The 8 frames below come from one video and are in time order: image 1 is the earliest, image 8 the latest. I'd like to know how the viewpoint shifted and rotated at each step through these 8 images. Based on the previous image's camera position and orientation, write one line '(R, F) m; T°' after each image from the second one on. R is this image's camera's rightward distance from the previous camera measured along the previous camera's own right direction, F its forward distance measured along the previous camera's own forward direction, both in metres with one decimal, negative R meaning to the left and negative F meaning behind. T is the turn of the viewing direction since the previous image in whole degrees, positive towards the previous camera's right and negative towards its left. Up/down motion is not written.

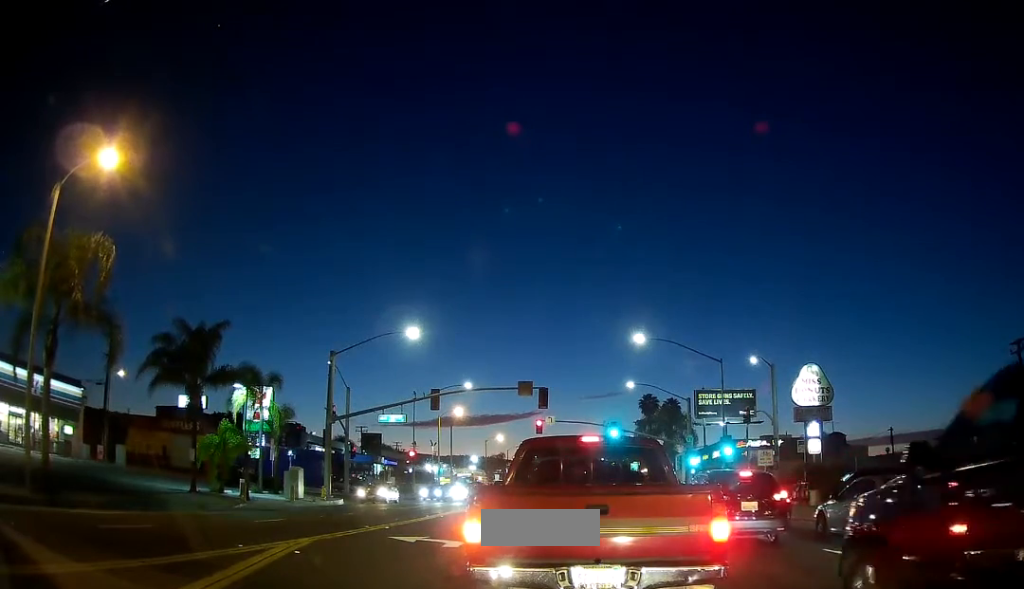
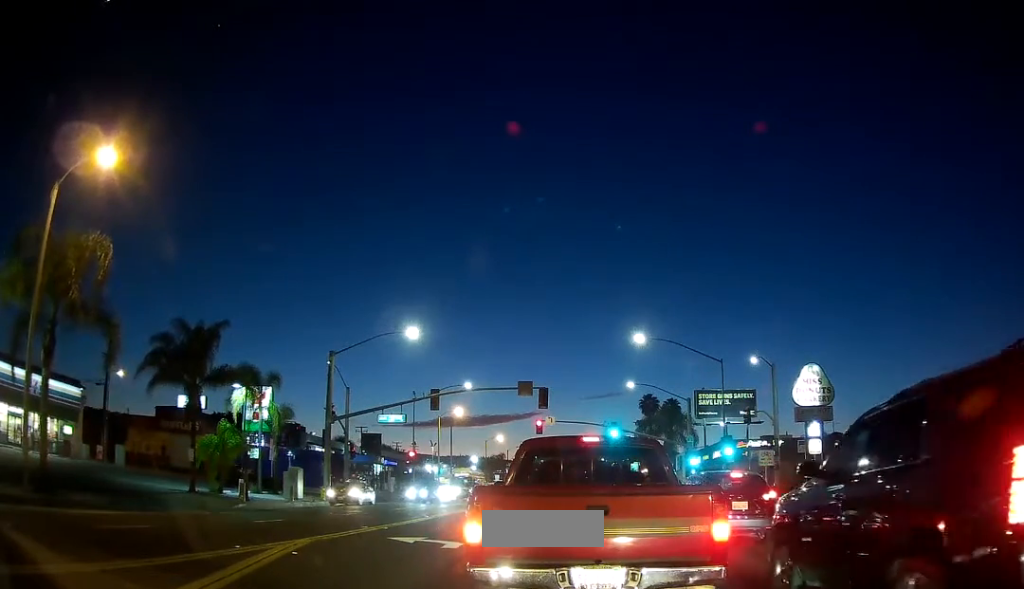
(0.0, 0.0) m; 0°
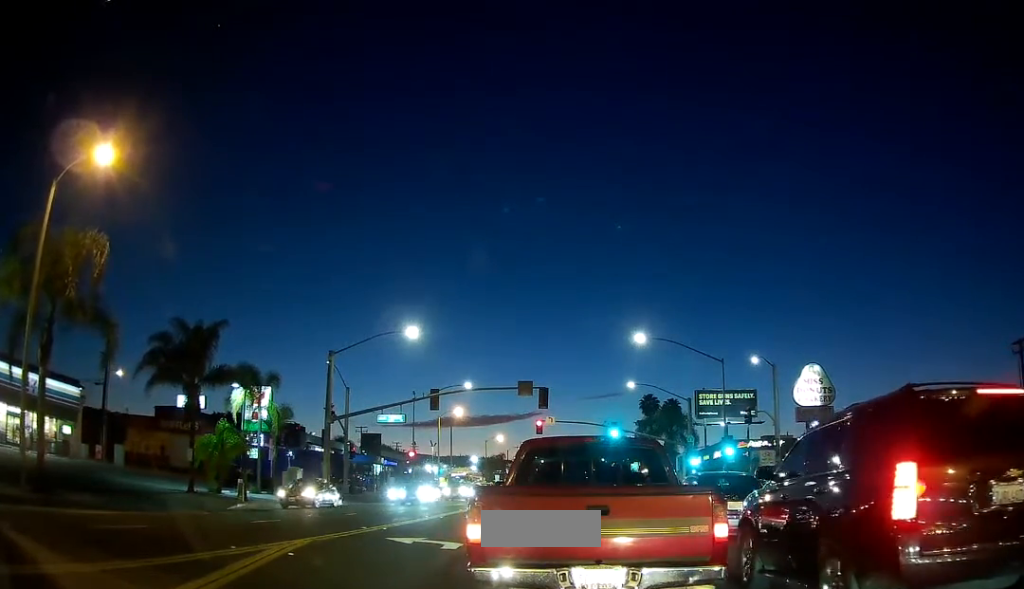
(0.0, 0.0) m; 0°
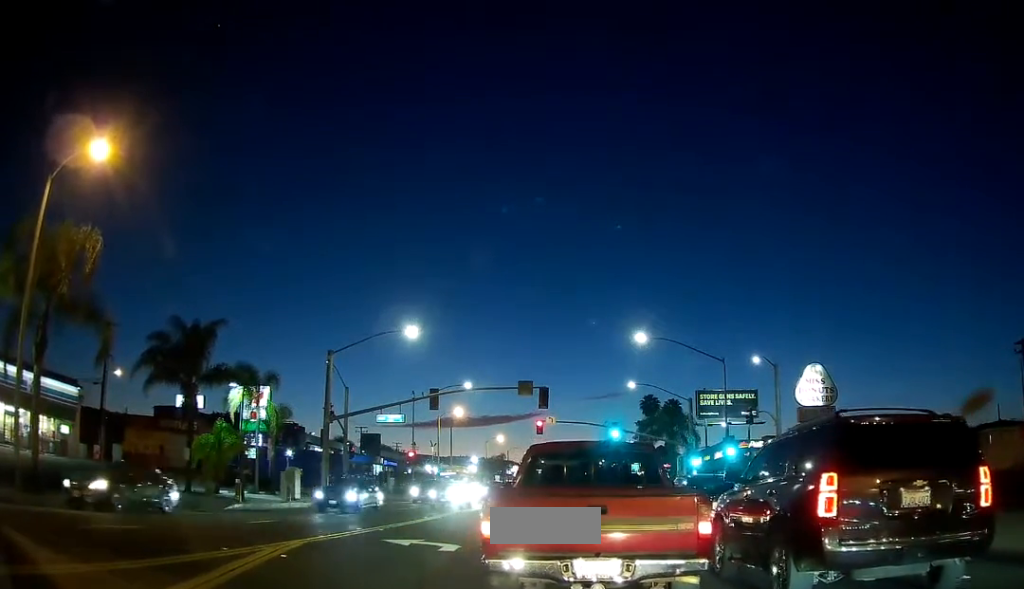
(0.0, 0.0) m; 0°
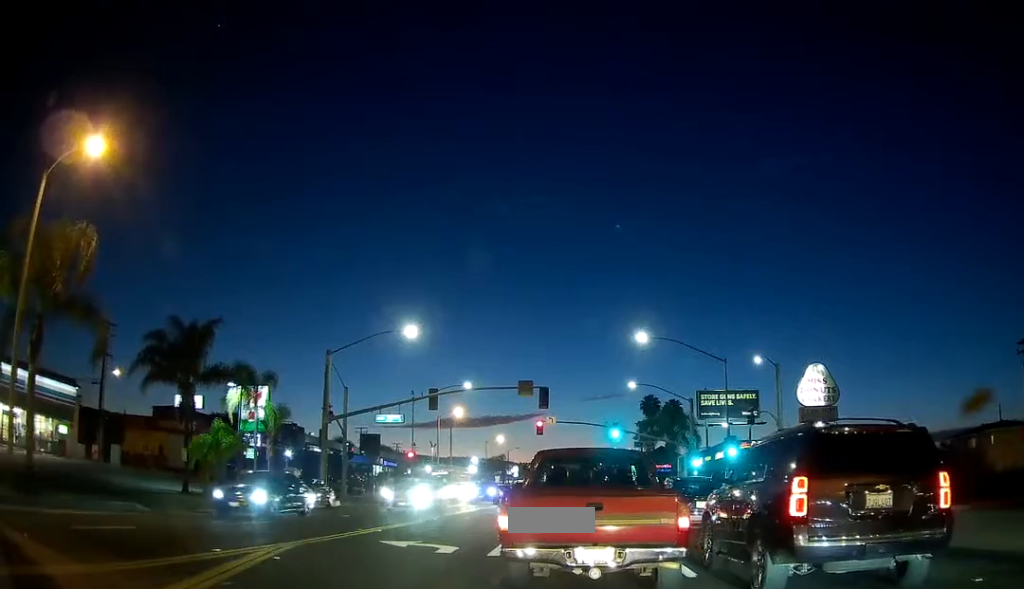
(0.0, 0.0) m; 0°
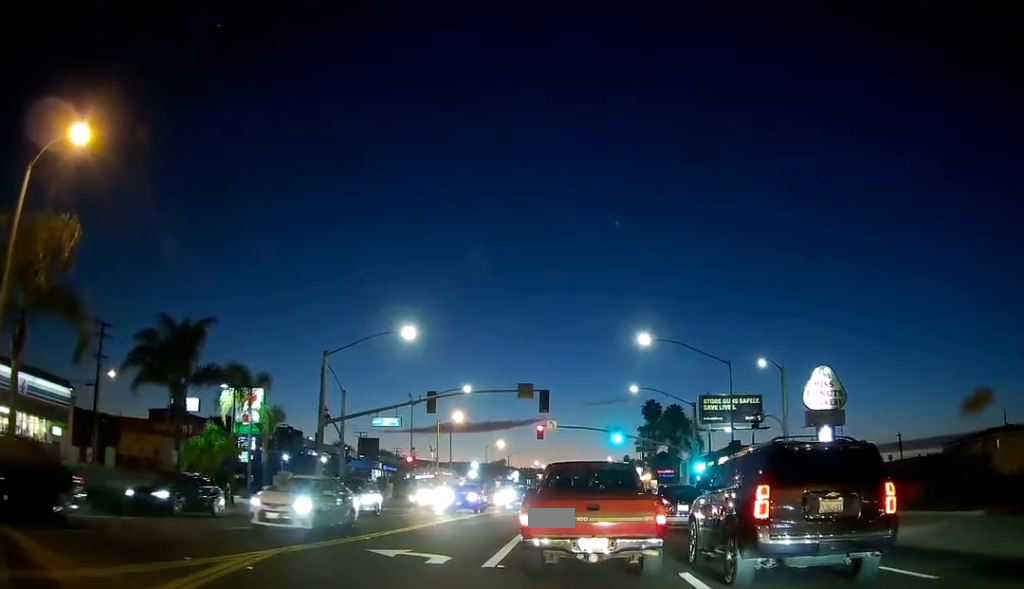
(0.0, +0.2) m; 0°
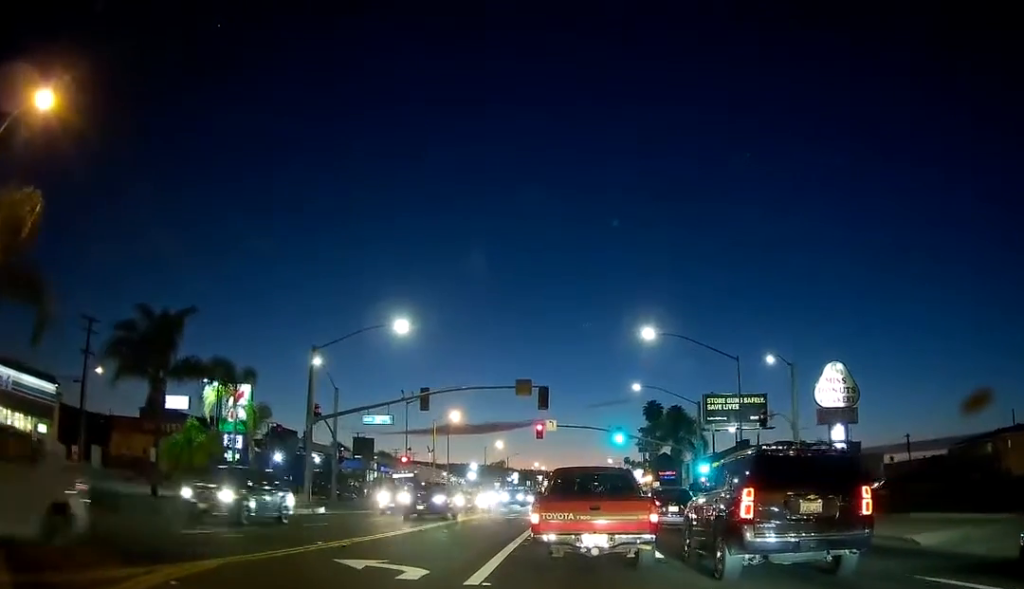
(-0.1, +1.1) m; -1°
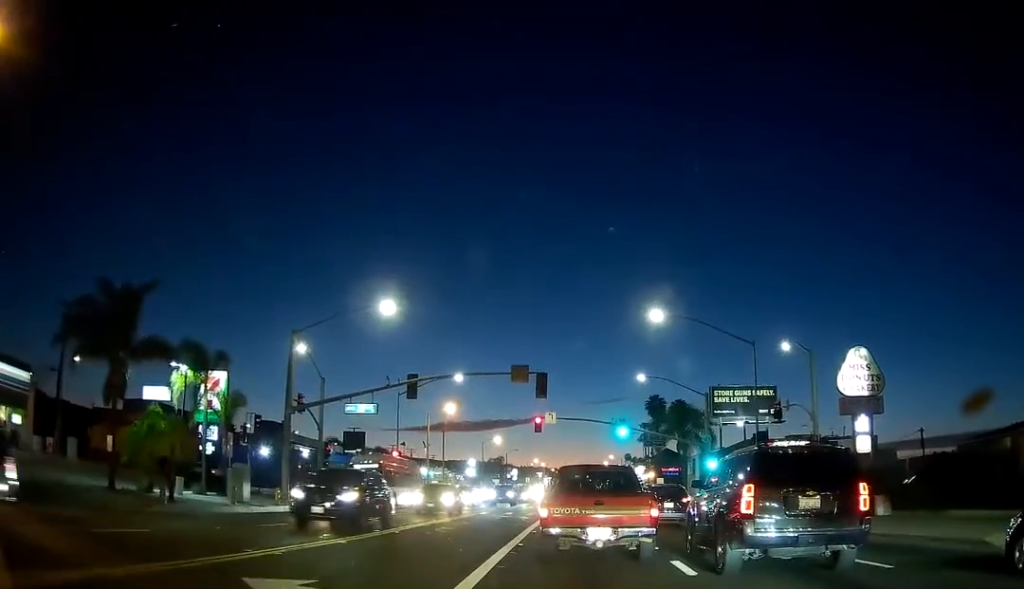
(0.0, +2.5) m; +1°
